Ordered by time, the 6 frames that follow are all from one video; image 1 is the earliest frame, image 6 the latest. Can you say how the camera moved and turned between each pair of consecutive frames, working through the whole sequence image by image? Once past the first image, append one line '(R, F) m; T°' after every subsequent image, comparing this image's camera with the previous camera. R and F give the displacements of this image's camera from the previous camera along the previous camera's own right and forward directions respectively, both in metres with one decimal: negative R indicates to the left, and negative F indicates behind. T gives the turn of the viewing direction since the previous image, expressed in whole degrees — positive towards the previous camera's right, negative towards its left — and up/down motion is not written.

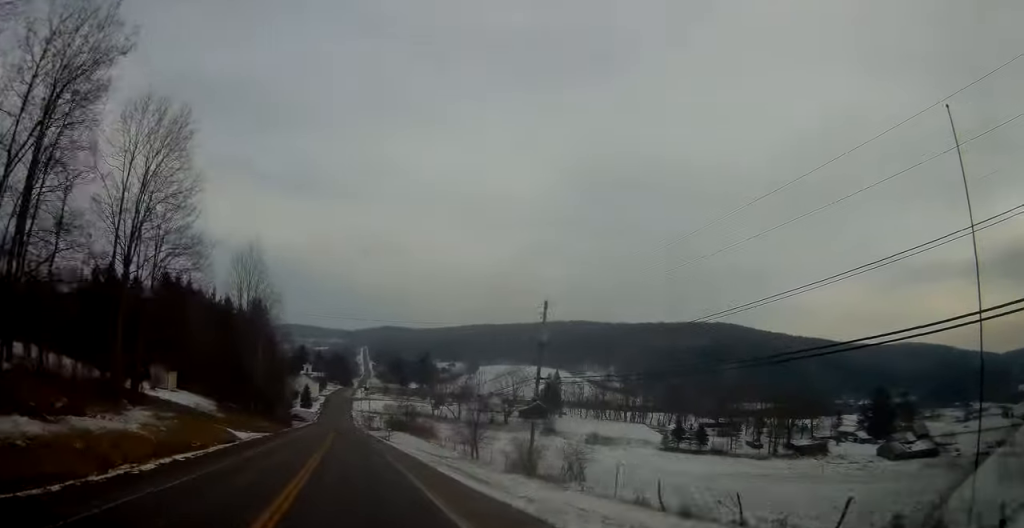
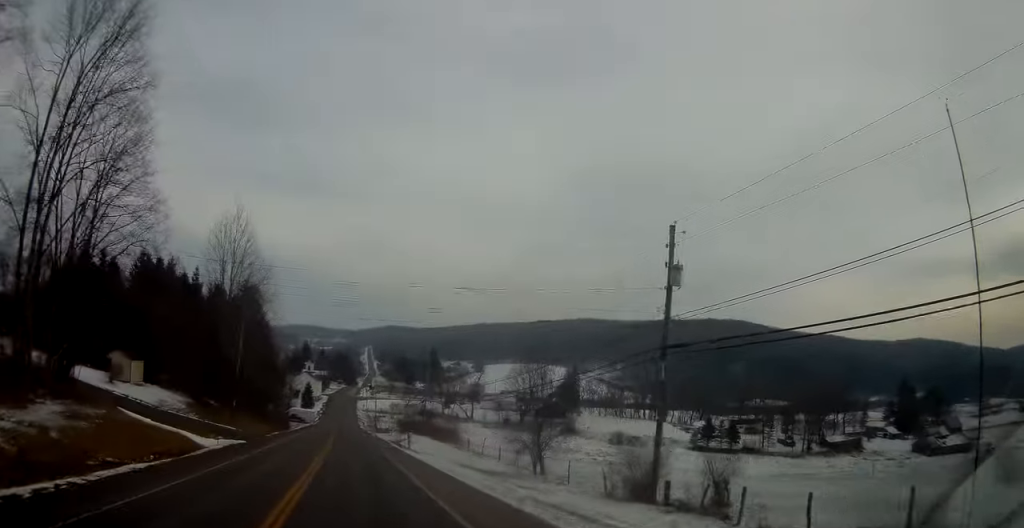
(+0.2, +13.8) m; 0°
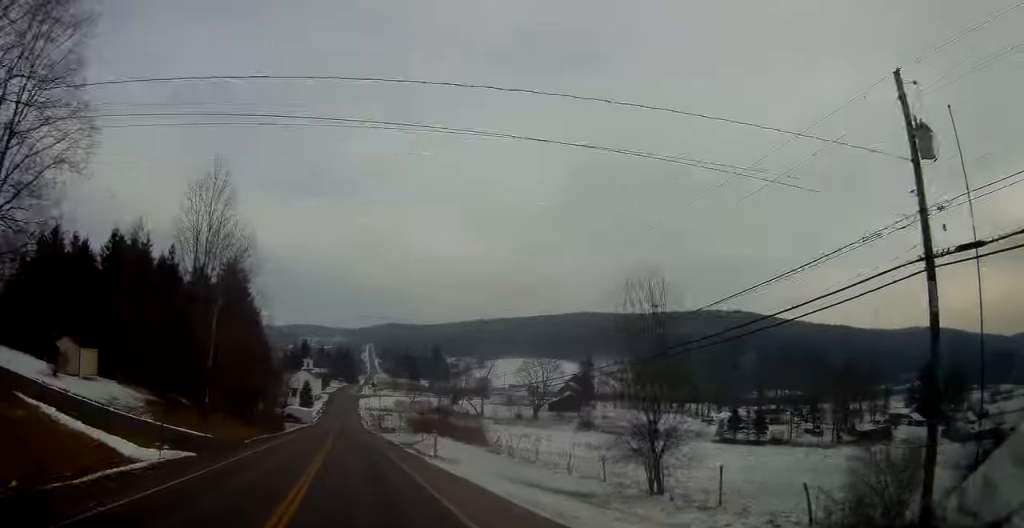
(0.0, +11.8) m; 0°
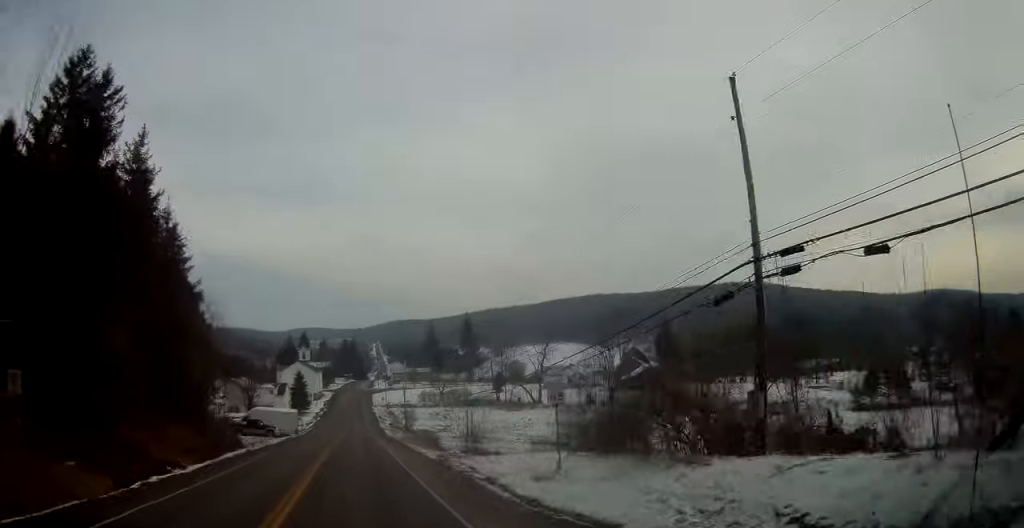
(-0.2, +47.2) m; 0°
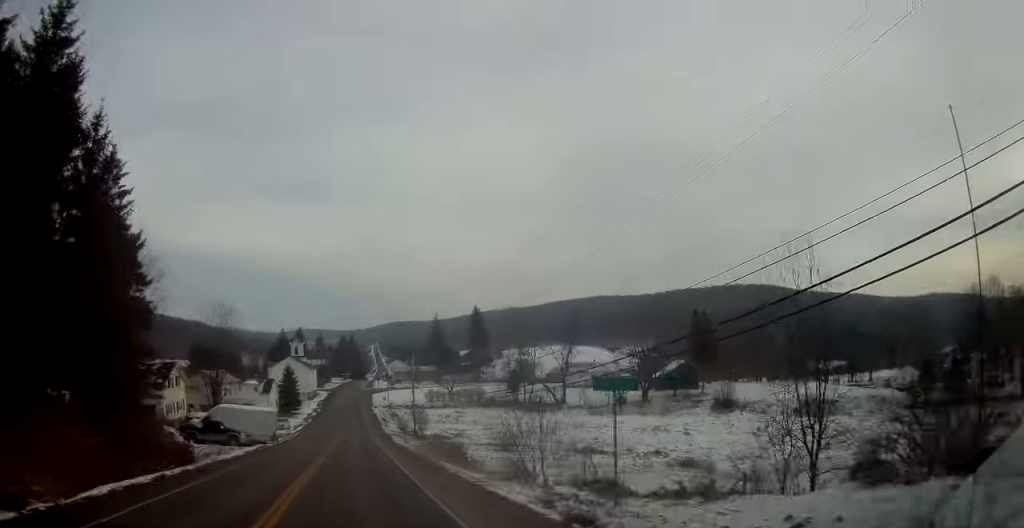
(-0.1, +16.4) m; 0°
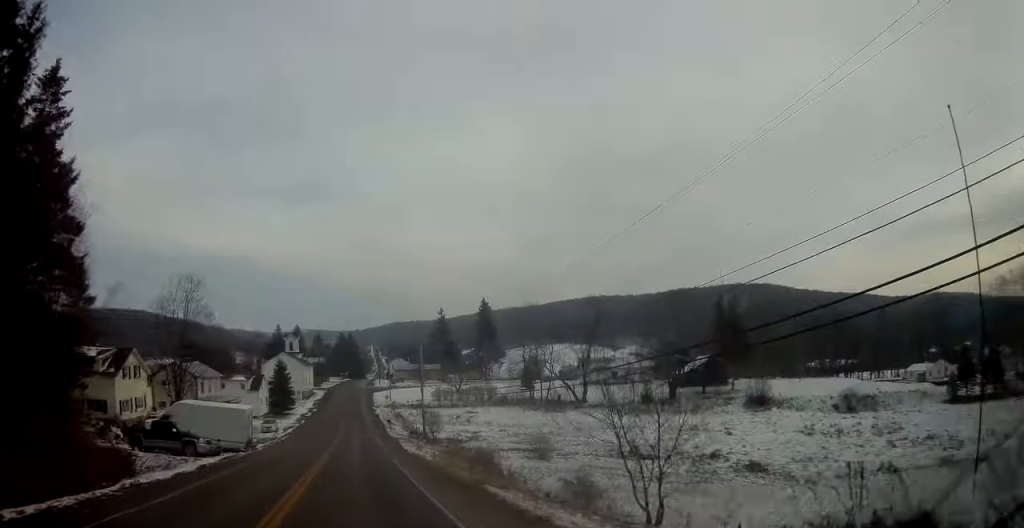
(0.0, +11.2) m; 0°
